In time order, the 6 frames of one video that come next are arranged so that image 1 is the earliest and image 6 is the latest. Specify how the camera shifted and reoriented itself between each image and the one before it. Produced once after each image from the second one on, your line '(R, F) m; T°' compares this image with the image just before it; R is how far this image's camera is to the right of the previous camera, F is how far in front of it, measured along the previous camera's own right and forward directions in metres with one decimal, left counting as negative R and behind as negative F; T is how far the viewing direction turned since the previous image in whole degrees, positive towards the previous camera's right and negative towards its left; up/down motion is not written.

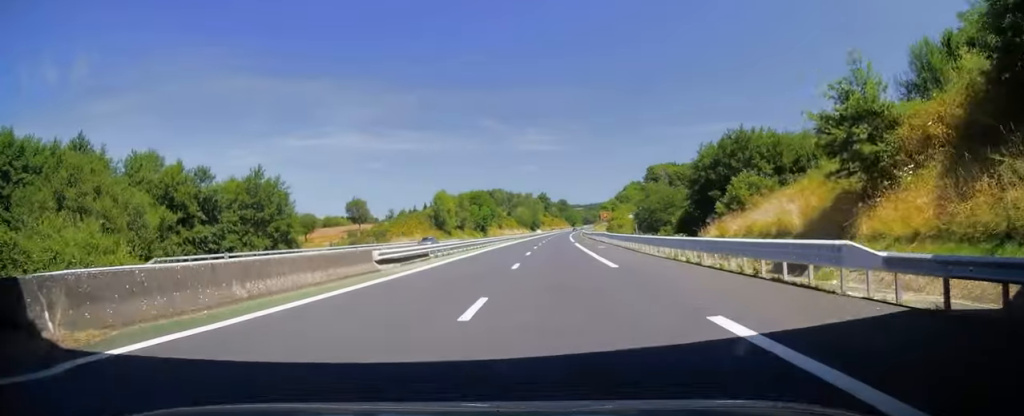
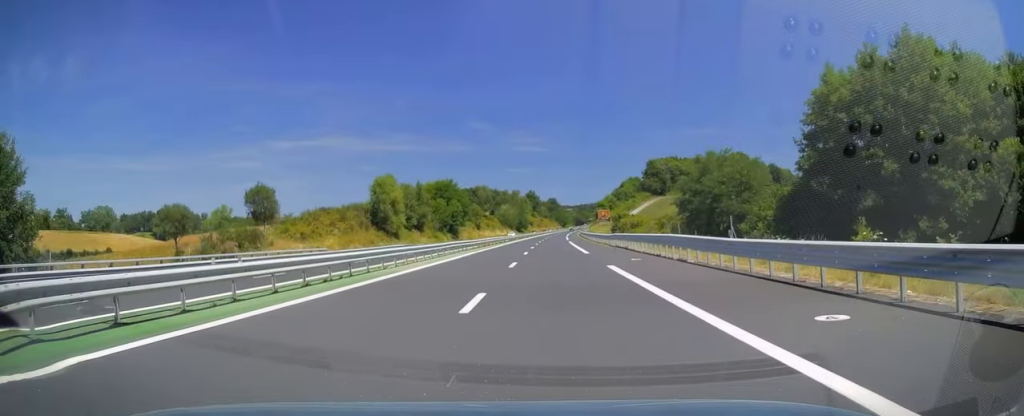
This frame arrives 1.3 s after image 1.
(+0.6, +38.2) m; +1°
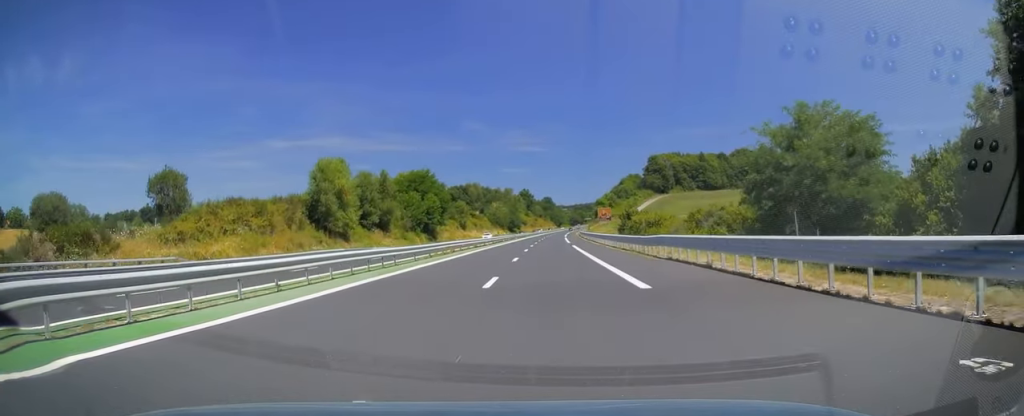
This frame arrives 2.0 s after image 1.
(-0.1, +21.6) m; 0°
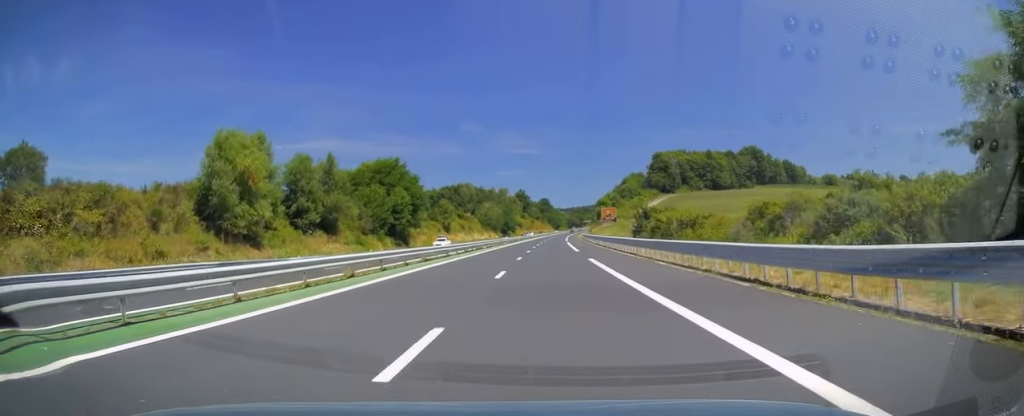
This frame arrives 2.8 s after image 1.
(+0.1, +22.1) m; +1°
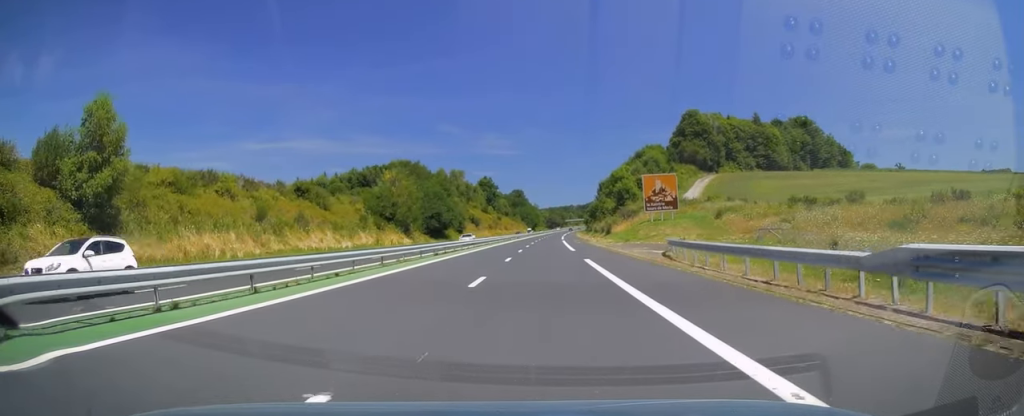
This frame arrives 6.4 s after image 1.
(+2.6, +106.5) m; +2°
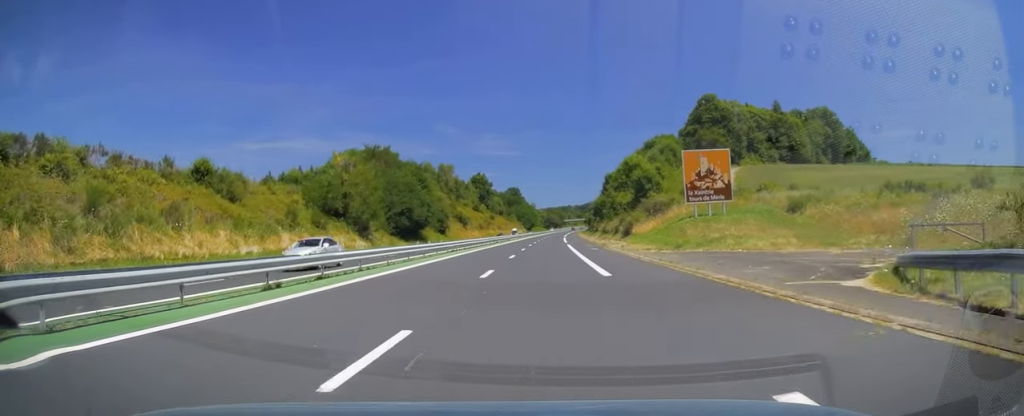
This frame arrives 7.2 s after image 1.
(+0.1, +23.0) m; 0°
